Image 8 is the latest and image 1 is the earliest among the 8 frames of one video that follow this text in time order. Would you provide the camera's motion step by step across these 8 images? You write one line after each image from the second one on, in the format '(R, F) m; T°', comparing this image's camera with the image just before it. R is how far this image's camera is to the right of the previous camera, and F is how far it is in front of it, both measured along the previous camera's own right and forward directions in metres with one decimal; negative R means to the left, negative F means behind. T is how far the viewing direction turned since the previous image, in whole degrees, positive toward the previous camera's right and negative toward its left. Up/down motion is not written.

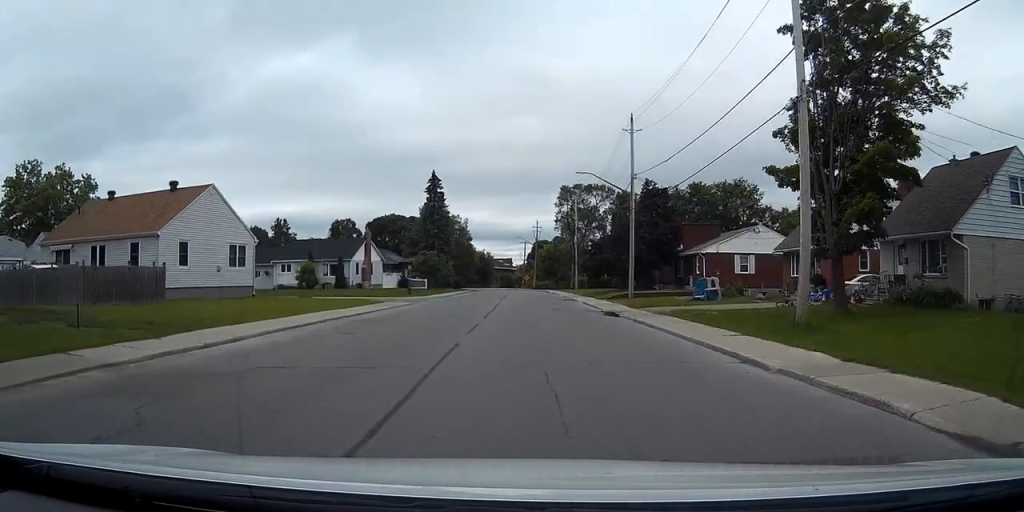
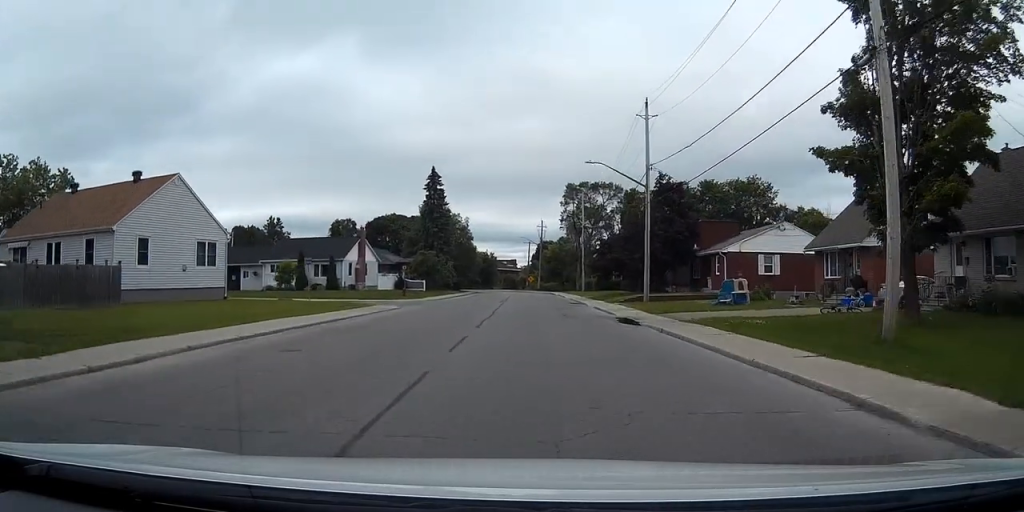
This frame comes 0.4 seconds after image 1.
(0.0, +4.9) m; 0°
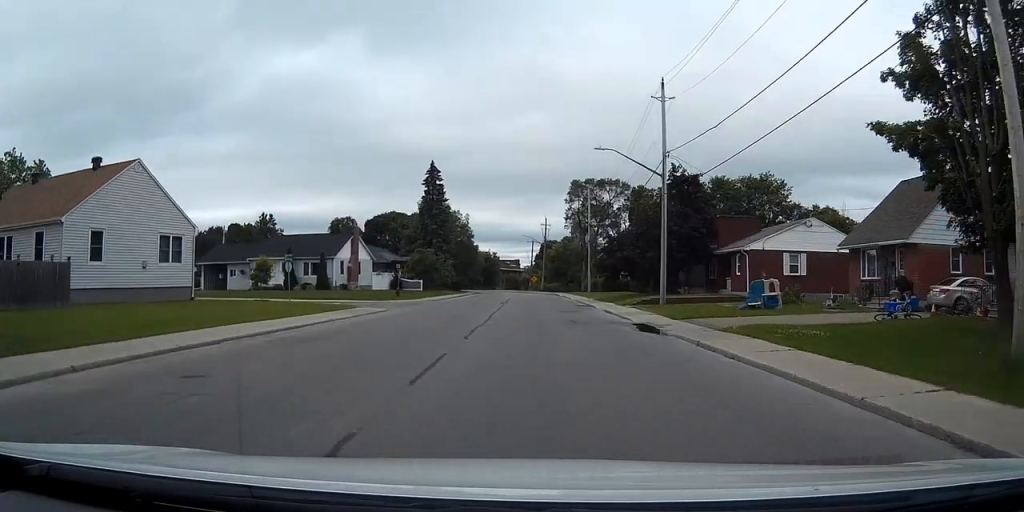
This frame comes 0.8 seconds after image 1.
(0.0, +4.5) m; 0°
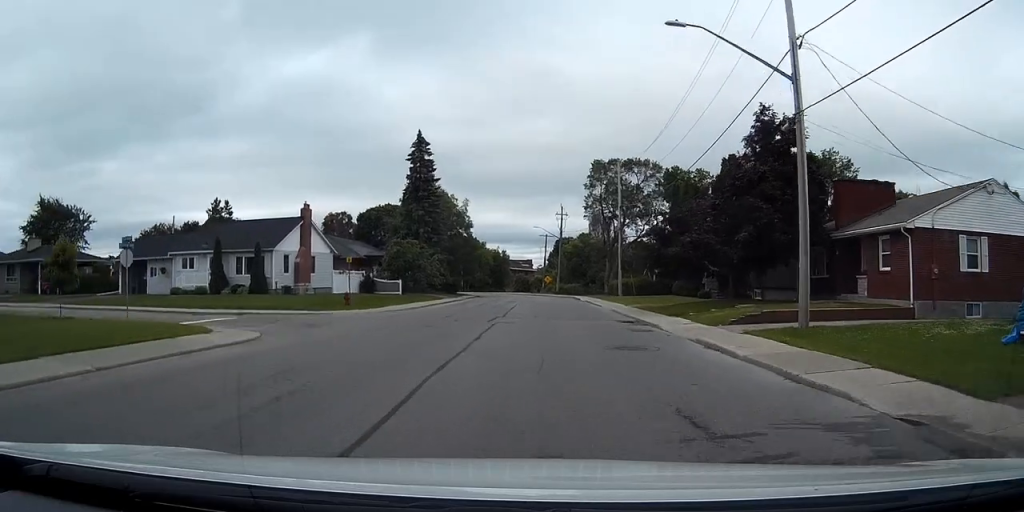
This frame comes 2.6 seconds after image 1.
(-0.1, +19.4) m; -1°
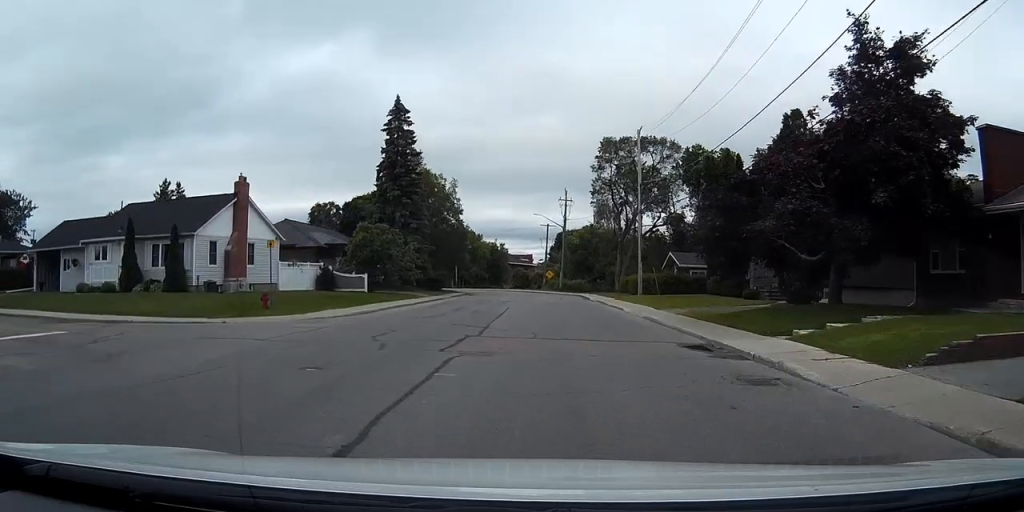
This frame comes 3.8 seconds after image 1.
(0.0, +12.6) m; 0°
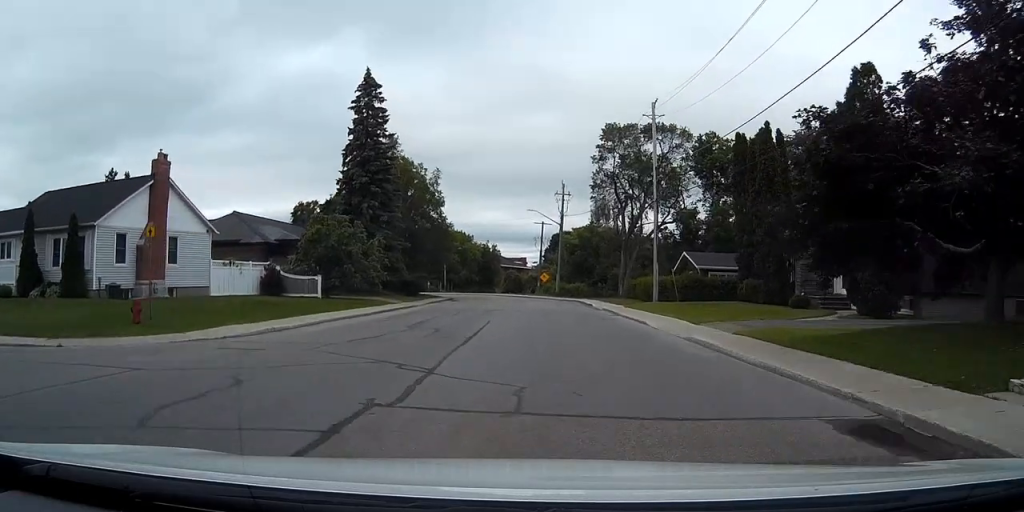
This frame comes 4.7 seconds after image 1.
(0.0, +9.5) m; 0°
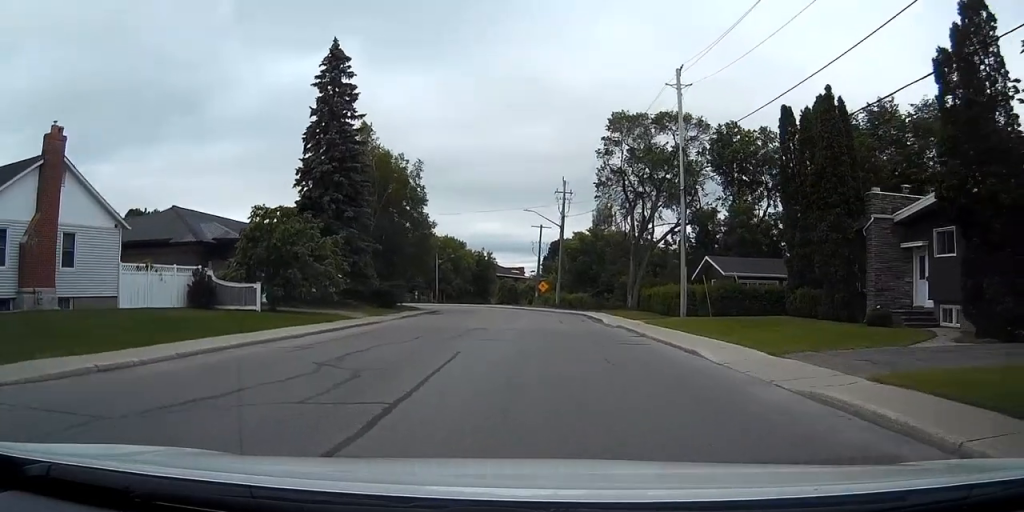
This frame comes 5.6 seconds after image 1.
(0.0, +8.9) m; 0°
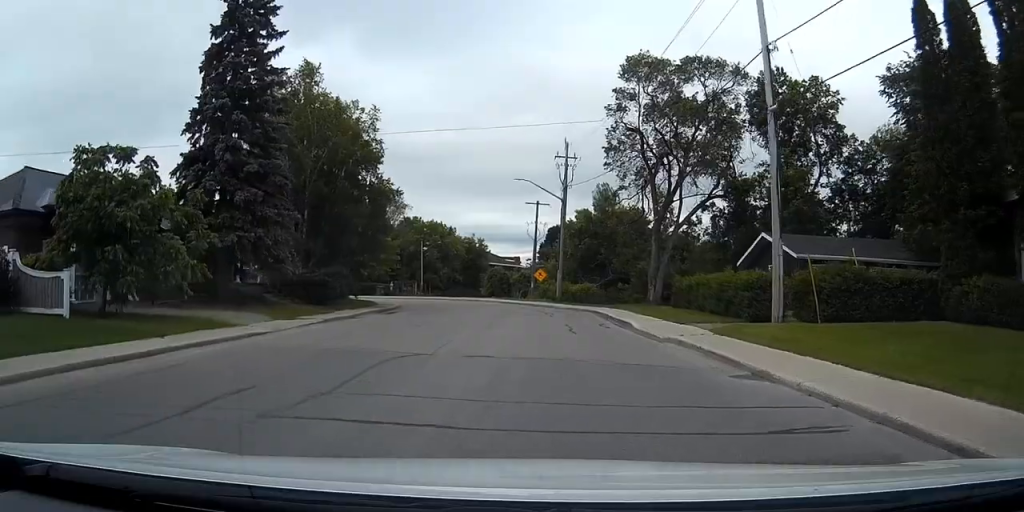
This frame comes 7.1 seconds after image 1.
(0.0, +14.2) m; 0°
